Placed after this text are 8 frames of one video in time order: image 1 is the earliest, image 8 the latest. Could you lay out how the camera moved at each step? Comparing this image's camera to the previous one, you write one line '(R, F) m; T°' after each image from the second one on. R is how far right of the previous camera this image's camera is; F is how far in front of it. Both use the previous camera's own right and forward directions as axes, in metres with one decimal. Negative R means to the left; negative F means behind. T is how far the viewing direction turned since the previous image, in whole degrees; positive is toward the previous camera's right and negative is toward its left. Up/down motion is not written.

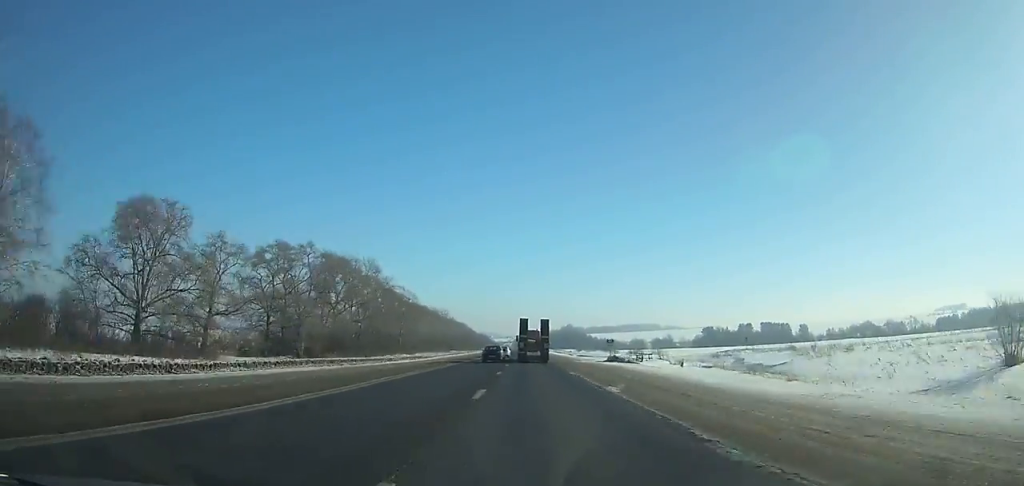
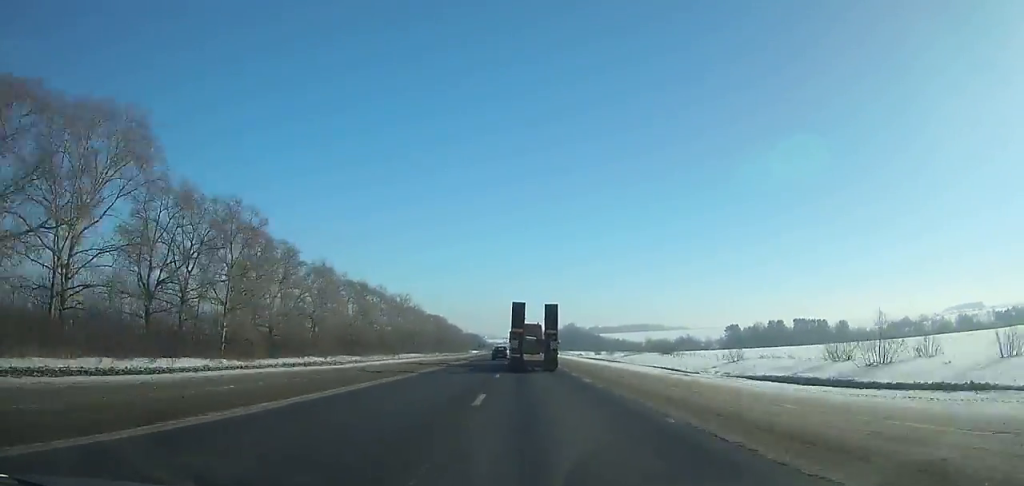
(-0.1, +84.4) m; -1°
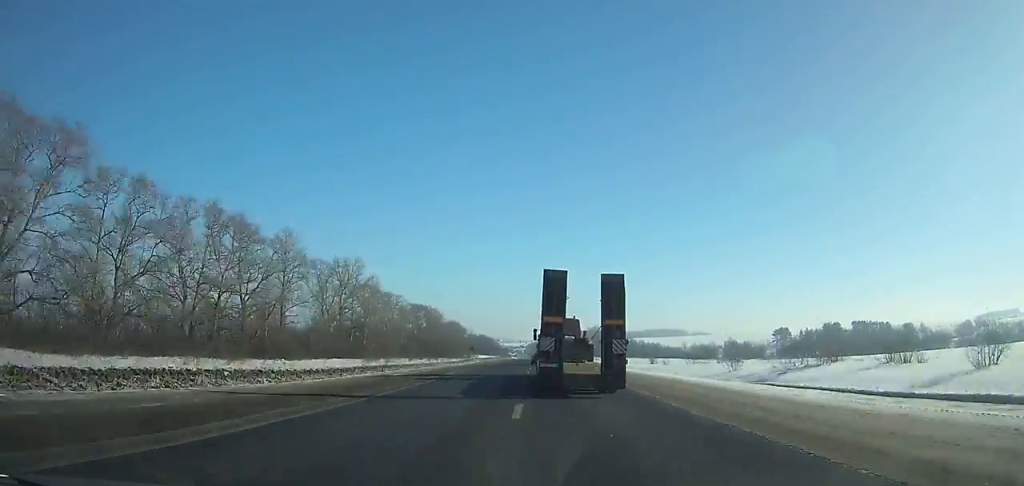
(-0.7, +76.8) m; 0°
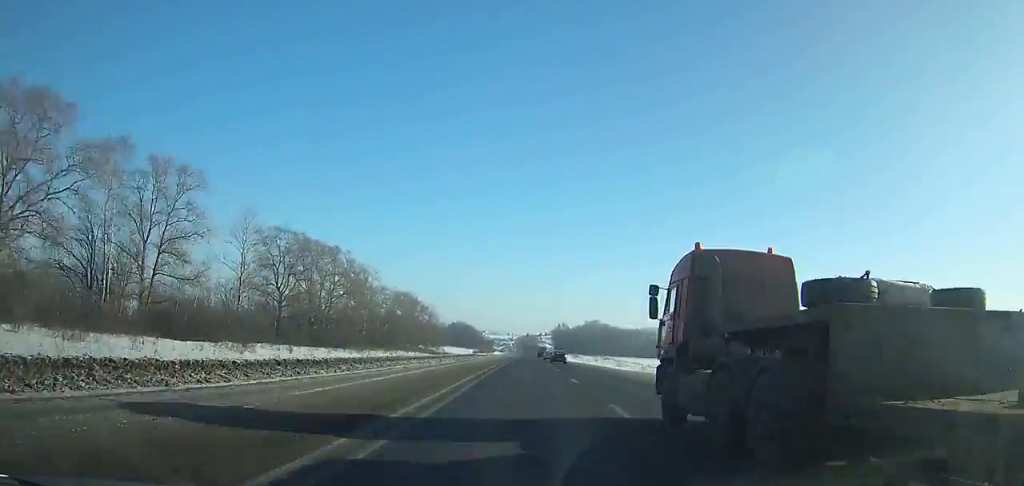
(+0.5, +98.8) m; +1°
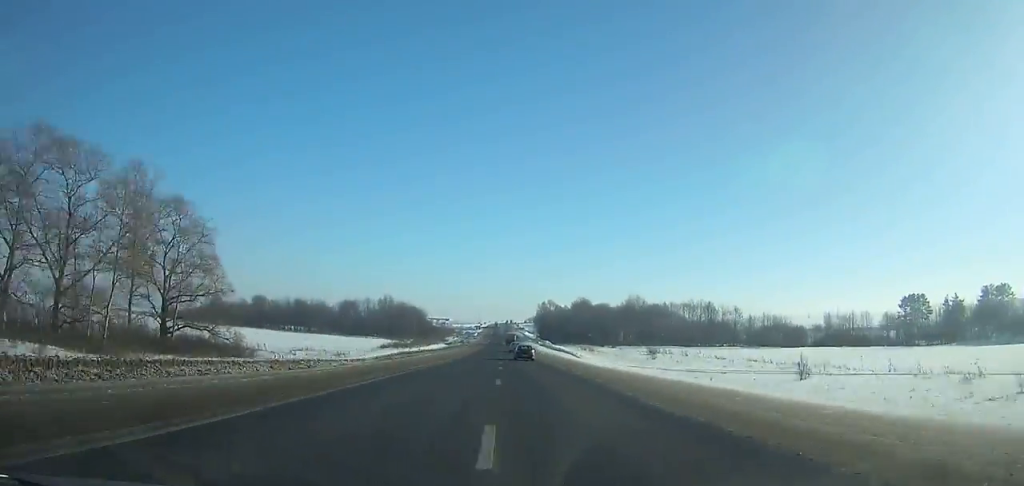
(+1.5, +121.8) m; 0°
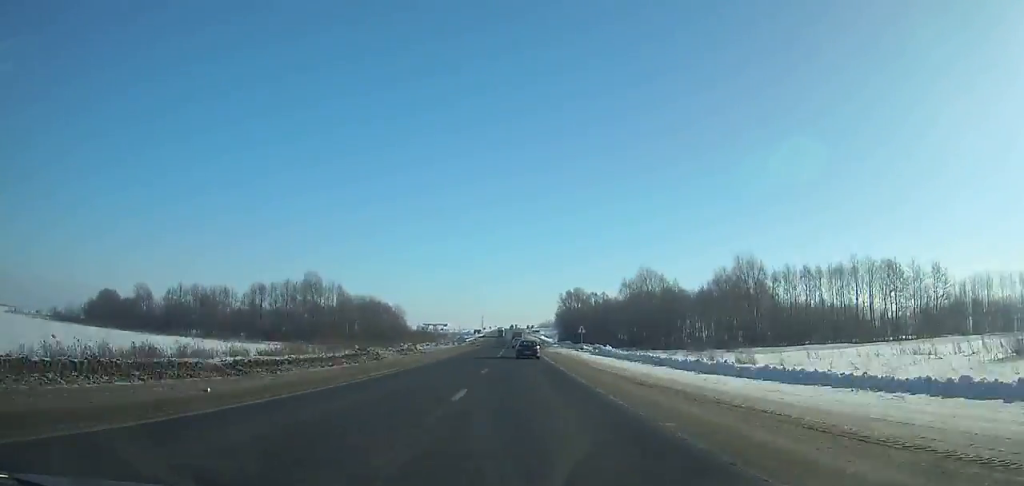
(-0.5, +85.9) m; 0°
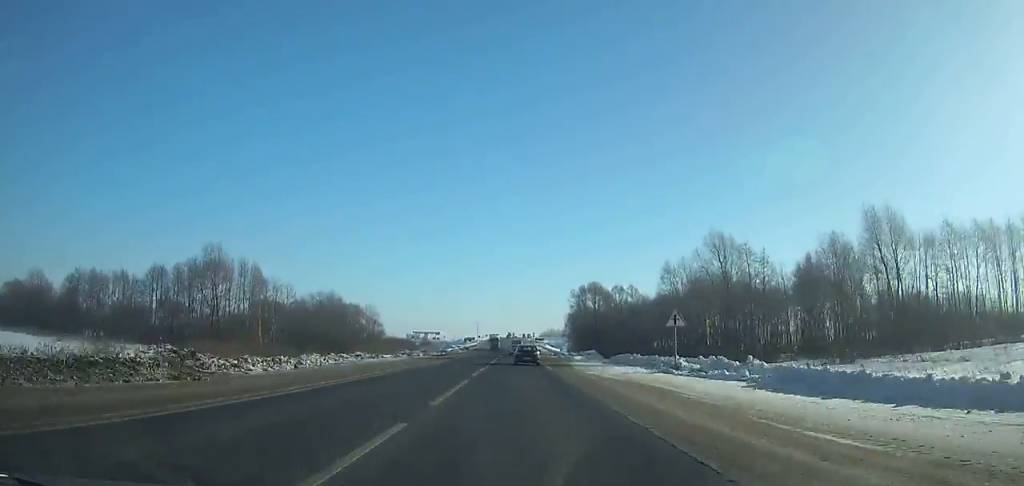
(0.0, +41.7) m; 0°
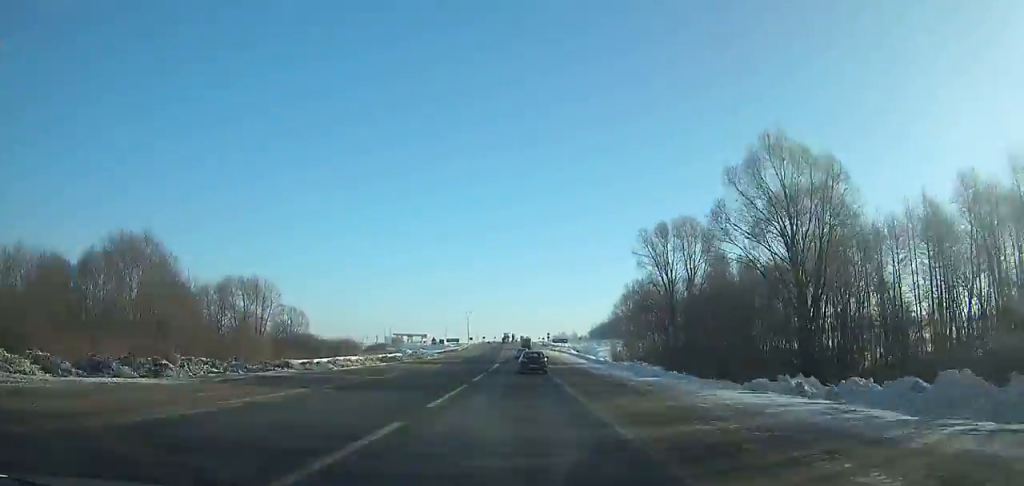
(-0.2, +81.1) m; 0°
